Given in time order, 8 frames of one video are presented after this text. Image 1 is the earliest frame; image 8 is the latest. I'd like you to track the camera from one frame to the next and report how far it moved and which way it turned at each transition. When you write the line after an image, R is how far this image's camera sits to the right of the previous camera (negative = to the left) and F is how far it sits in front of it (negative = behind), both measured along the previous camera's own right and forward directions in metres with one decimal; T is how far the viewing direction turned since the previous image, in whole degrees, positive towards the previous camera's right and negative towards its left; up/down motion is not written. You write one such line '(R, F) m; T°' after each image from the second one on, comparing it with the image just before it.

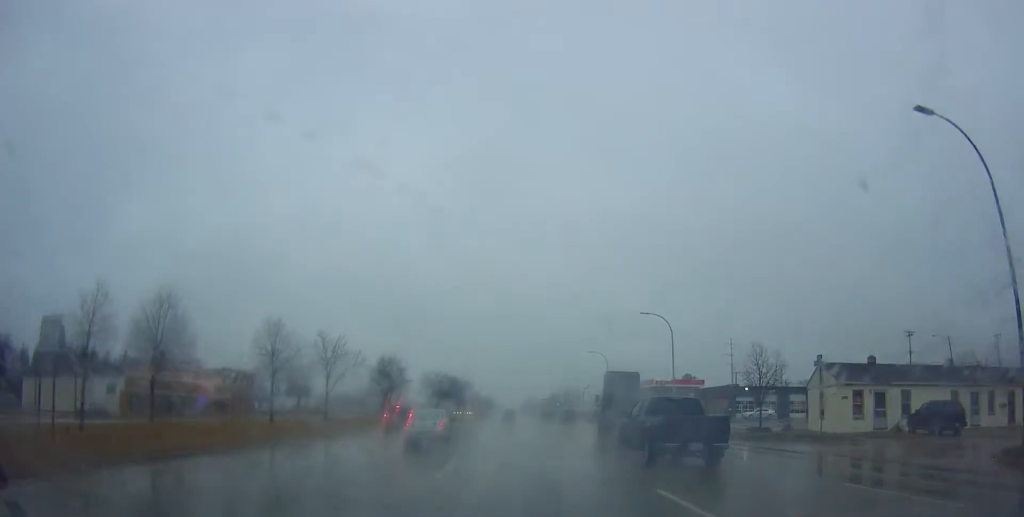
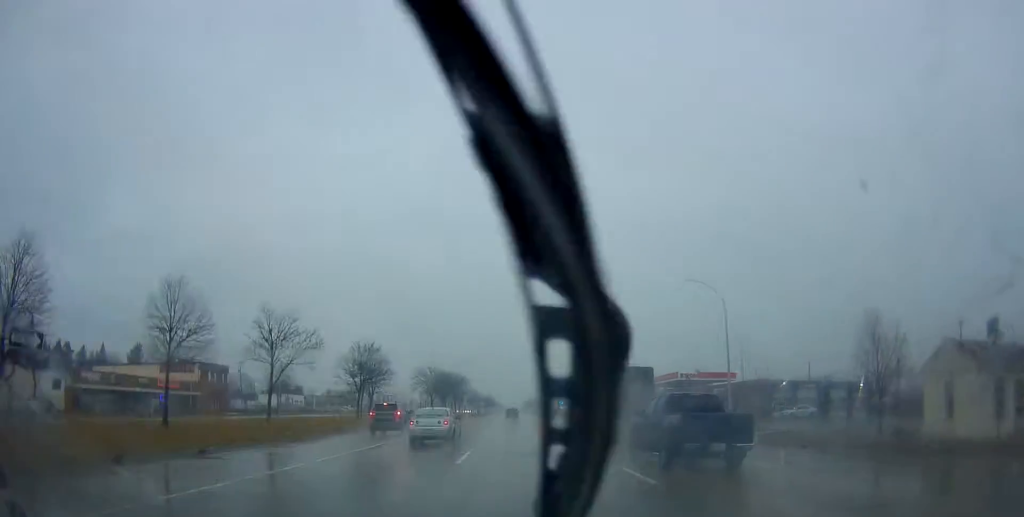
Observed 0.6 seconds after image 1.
(-0.1, +11.5) m; 0°
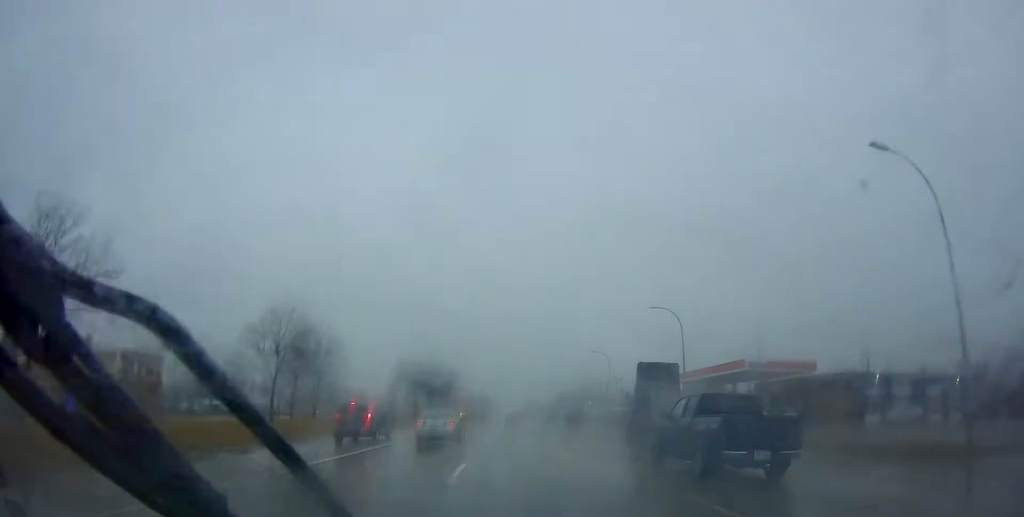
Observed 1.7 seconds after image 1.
(+0.2, +20.5) m; +1°
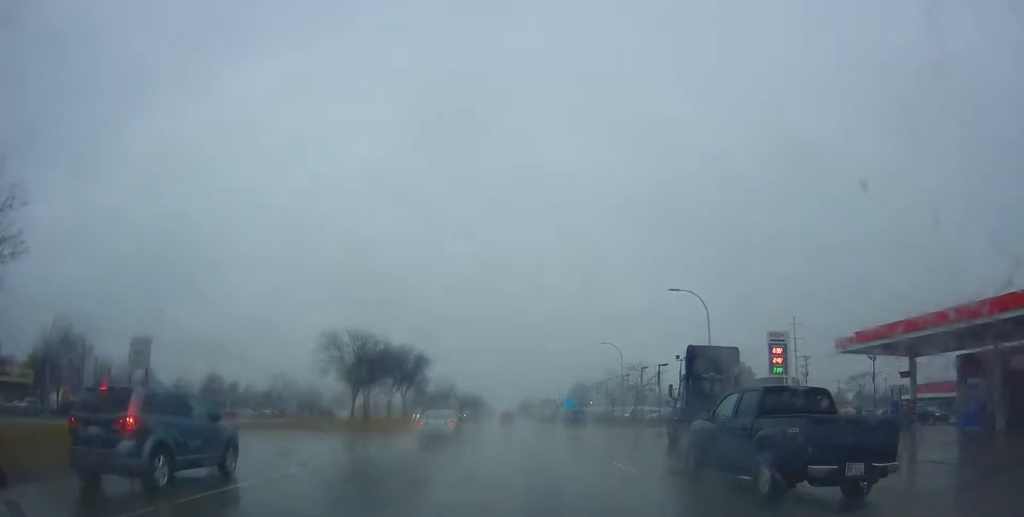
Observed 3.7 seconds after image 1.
(-0.3, +39.5) m; 0°
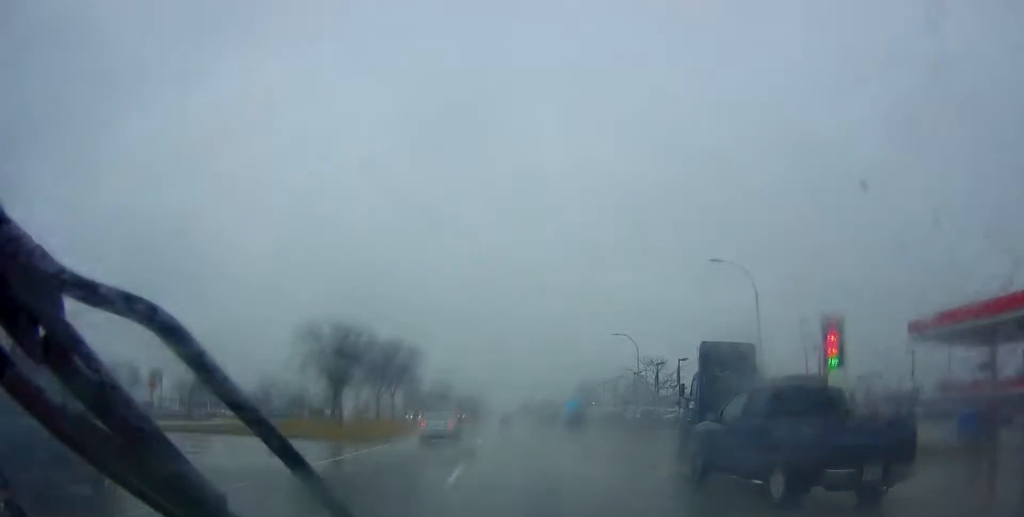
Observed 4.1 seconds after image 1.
(-0.1, +7.8) m; +1°
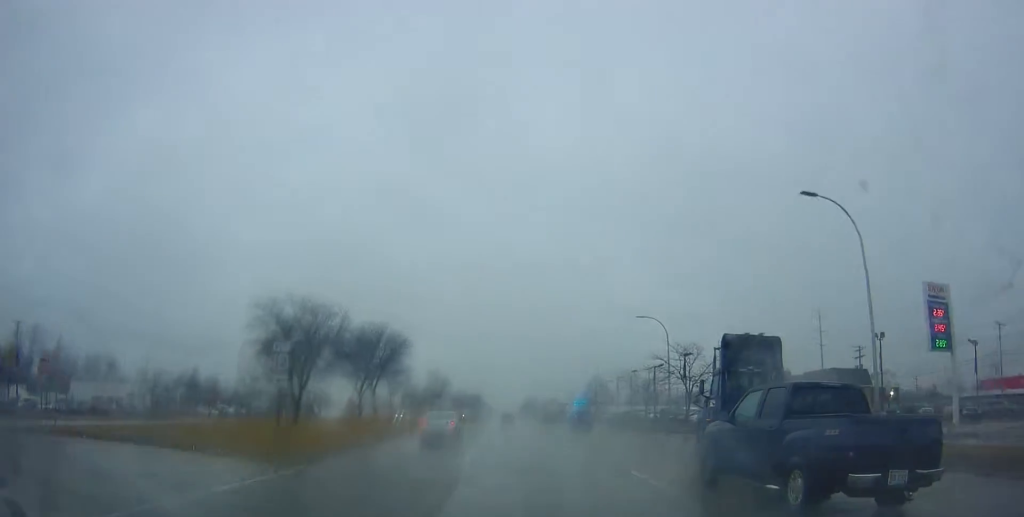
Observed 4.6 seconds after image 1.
(+0.2, +10.3) m; +1°
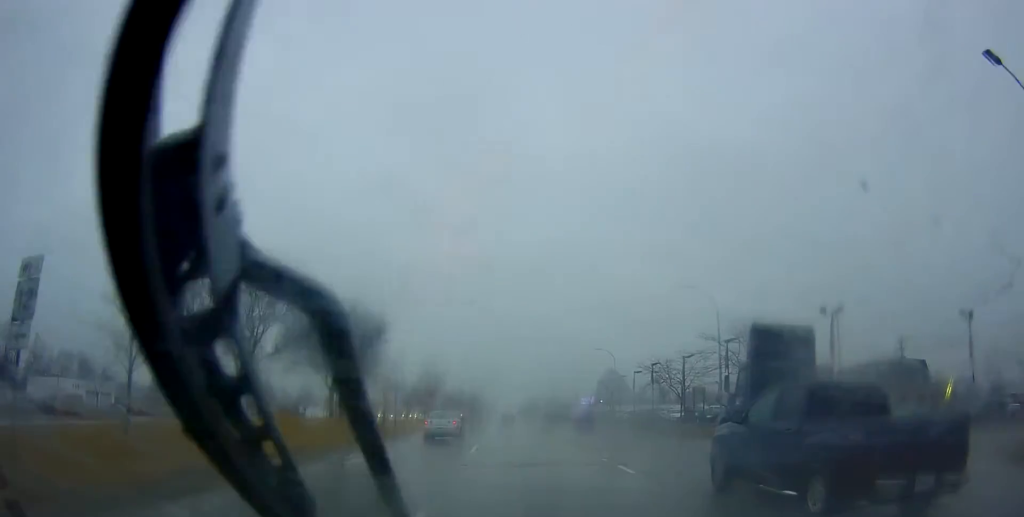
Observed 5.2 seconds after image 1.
(+0.2, +11.5) m; +1°
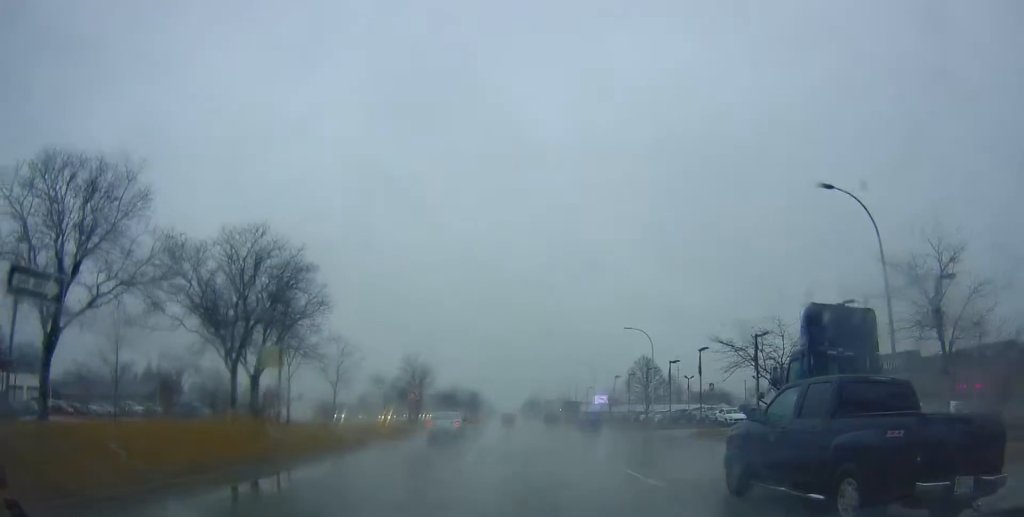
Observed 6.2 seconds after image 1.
(0.0, +17.7) m; -2°
